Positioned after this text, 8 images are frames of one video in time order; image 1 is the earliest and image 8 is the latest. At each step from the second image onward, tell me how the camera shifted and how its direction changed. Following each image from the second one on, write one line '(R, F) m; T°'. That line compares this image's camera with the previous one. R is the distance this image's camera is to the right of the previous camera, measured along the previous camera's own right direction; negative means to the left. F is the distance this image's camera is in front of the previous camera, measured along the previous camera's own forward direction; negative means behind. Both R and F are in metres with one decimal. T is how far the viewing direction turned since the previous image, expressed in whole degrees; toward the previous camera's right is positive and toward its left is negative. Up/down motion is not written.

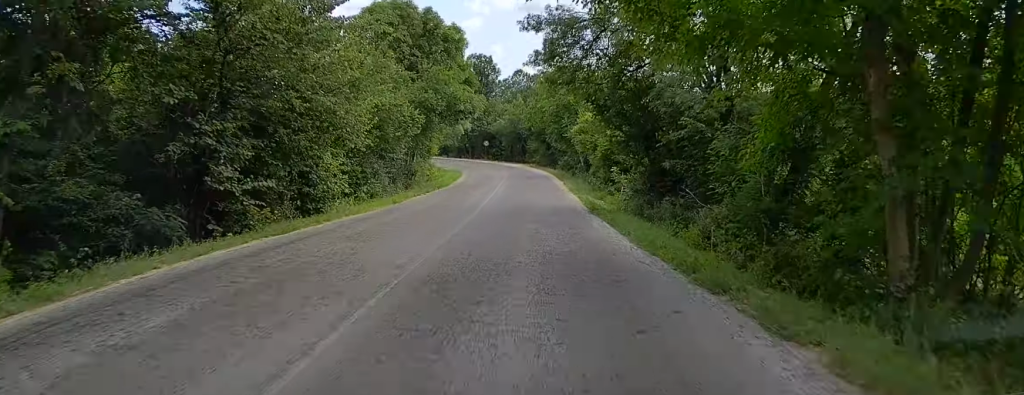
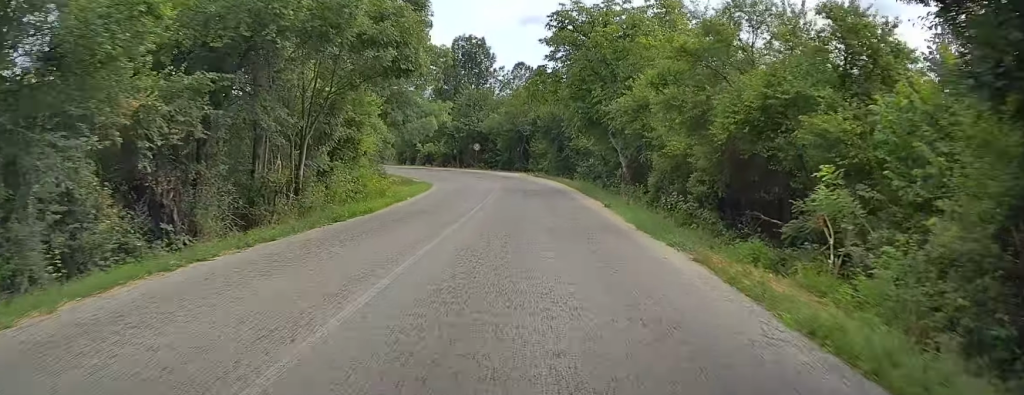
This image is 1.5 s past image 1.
(-0.1, +22.1) m; -1°
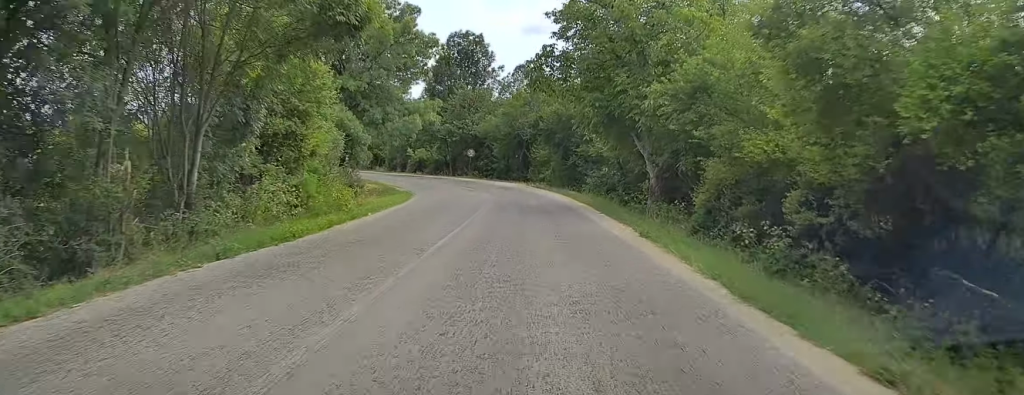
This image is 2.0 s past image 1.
(+0.1, +7.3) m; -1°
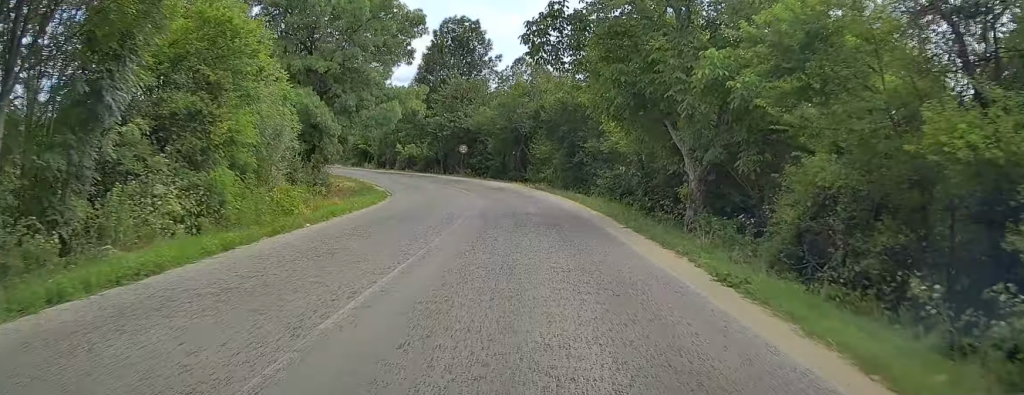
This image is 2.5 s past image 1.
(0.0, +6.3) m; -1°
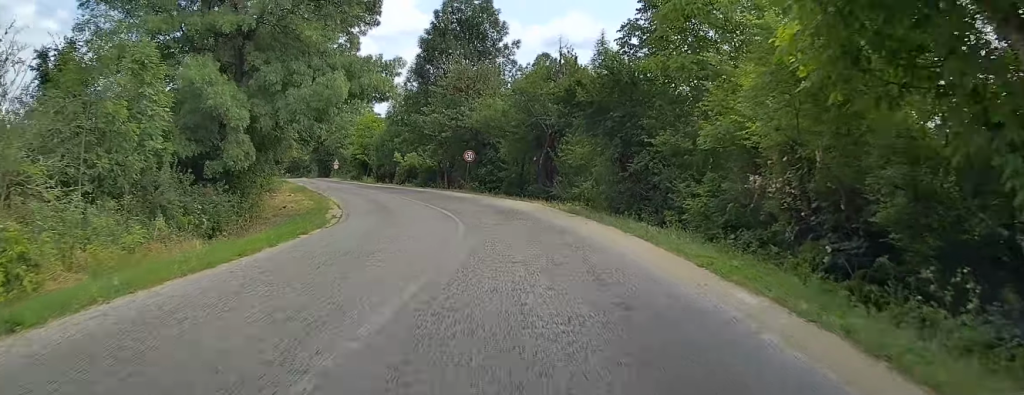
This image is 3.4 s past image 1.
(-0.4, +13.8) m; -3°
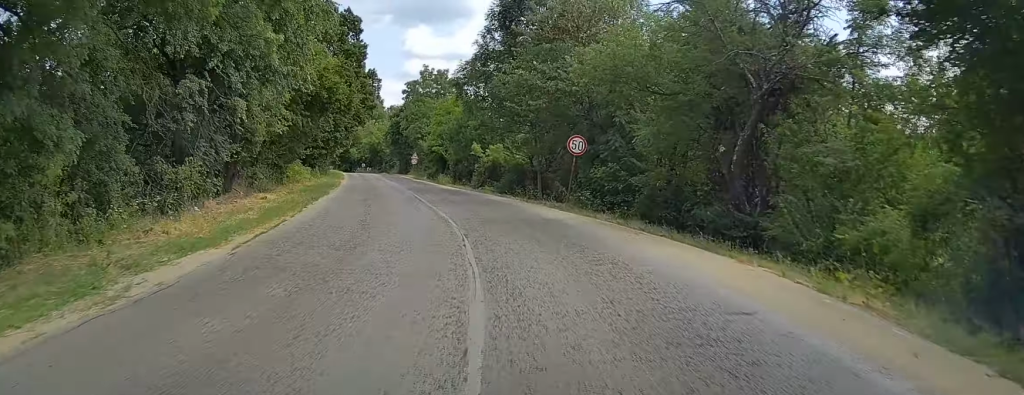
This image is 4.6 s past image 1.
(-0.8, +18.8) m; -6°
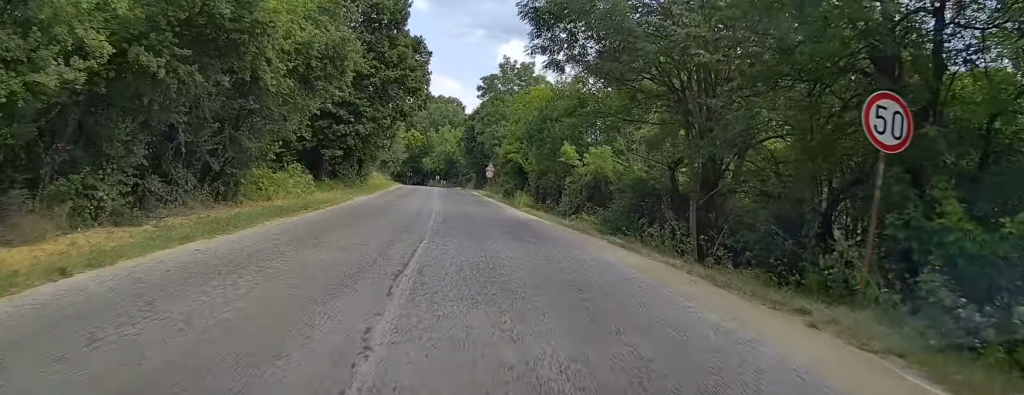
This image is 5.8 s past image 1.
(-1.2, +17.8) m; -7°
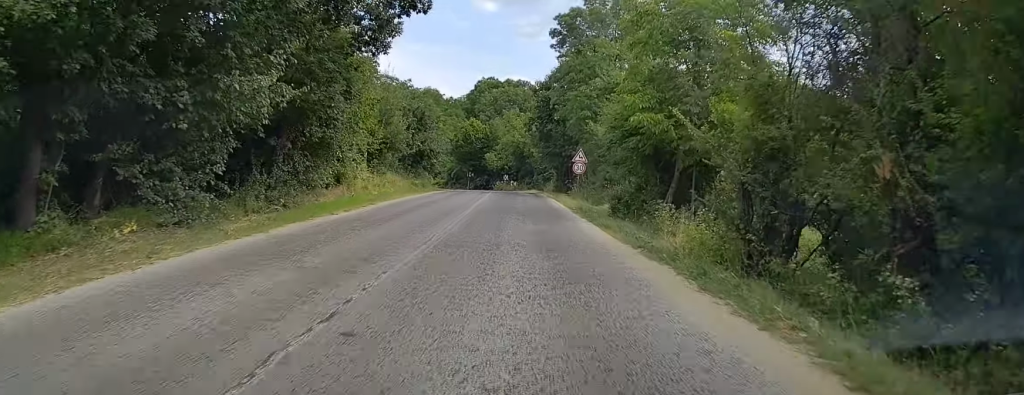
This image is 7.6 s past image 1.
(-1.7, +28.8) m; -5°
